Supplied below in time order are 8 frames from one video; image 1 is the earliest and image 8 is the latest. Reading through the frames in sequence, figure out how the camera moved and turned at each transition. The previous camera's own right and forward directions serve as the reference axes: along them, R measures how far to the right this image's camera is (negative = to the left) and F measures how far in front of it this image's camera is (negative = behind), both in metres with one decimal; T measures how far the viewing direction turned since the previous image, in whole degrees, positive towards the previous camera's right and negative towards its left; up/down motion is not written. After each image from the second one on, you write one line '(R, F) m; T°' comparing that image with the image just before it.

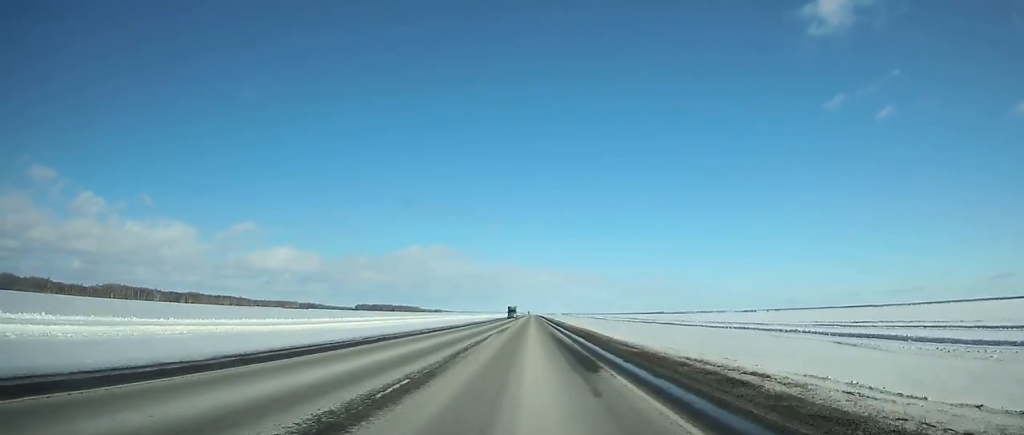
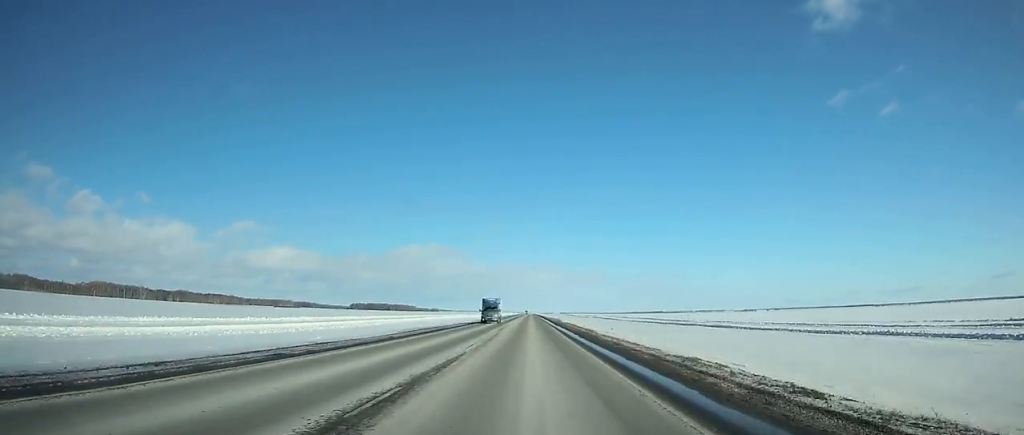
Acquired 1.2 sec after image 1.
(+0.1, +37.3) m; 0°
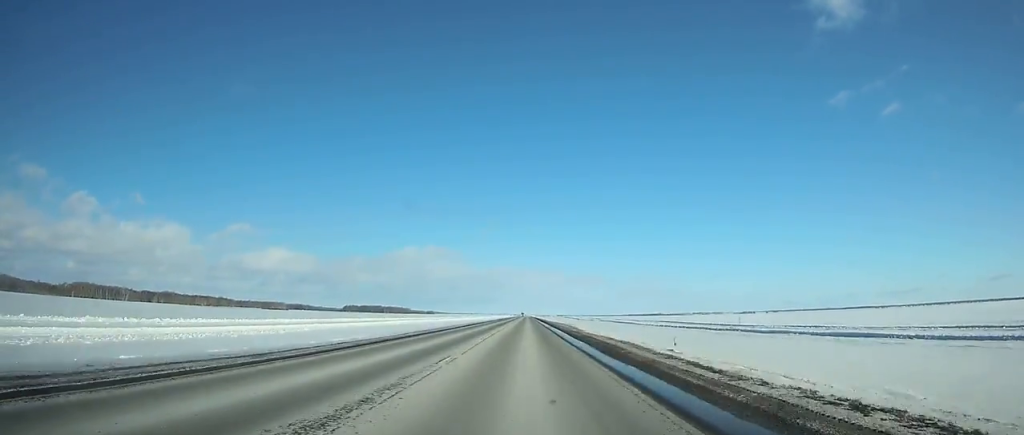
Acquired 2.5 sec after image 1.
(+0.1, +40.4) m; 0°
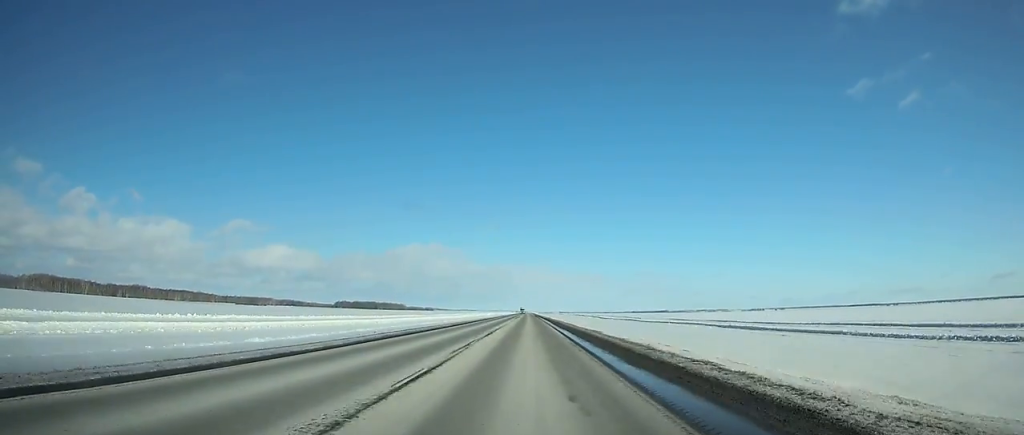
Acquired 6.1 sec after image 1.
(-0.1, +111.7) m; 0°
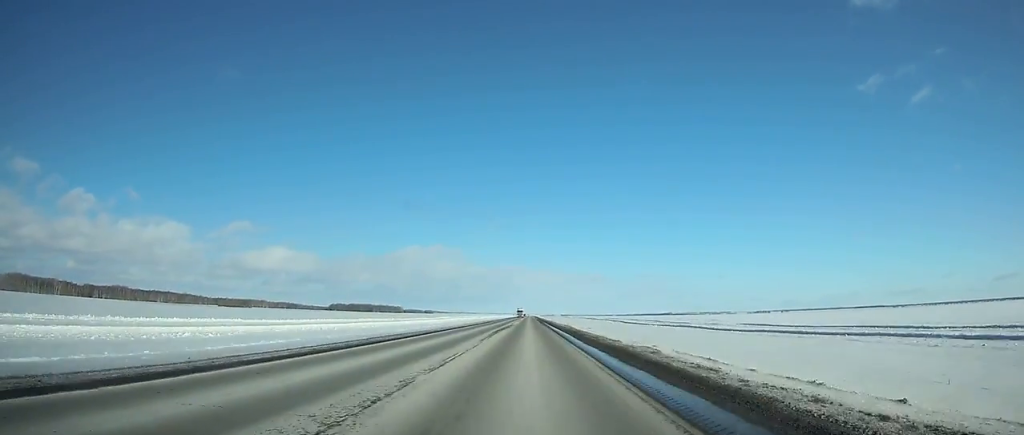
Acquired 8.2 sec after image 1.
(0.0, +65.9) m; 0°
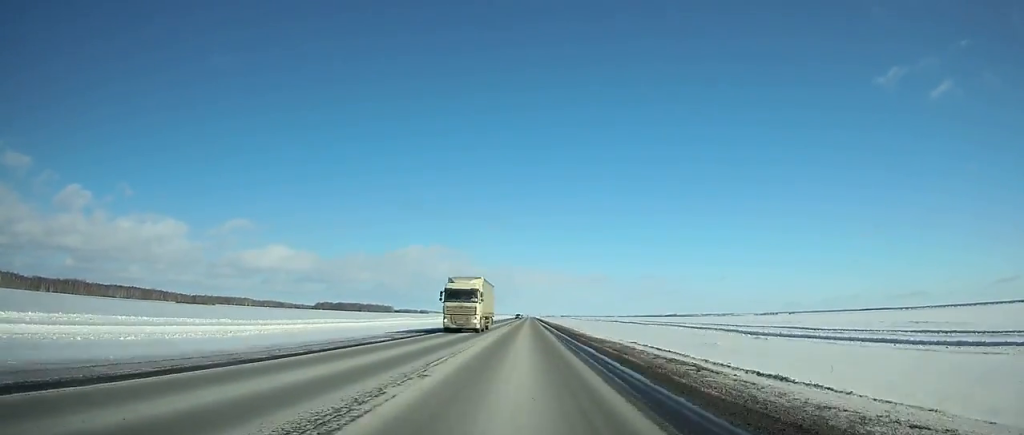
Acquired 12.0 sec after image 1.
(0.0, +126.4) m; 0°
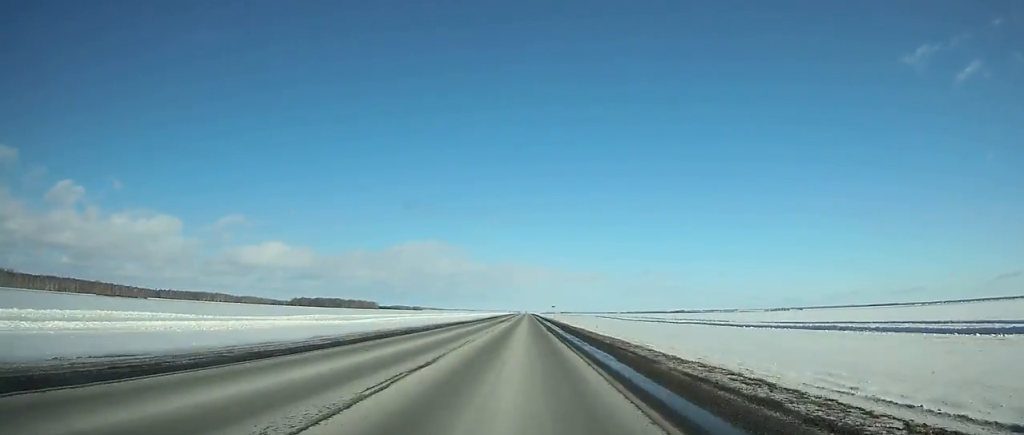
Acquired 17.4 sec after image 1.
(+0.3, +177.5) m; 0°
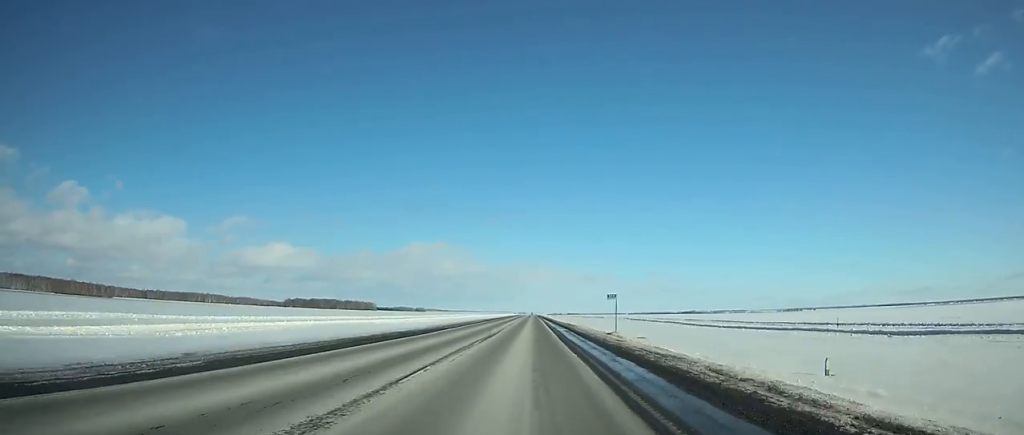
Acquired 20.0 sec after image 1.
(-0.2, +81.4) m; 0°
